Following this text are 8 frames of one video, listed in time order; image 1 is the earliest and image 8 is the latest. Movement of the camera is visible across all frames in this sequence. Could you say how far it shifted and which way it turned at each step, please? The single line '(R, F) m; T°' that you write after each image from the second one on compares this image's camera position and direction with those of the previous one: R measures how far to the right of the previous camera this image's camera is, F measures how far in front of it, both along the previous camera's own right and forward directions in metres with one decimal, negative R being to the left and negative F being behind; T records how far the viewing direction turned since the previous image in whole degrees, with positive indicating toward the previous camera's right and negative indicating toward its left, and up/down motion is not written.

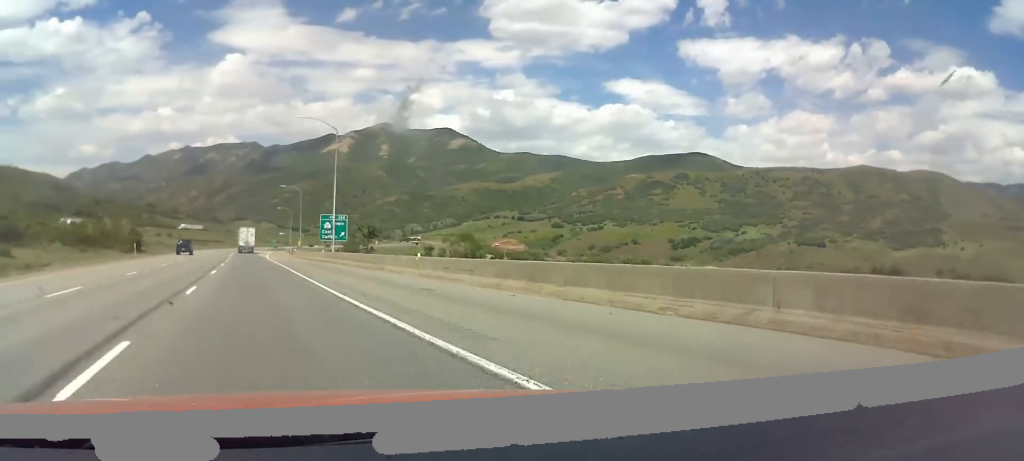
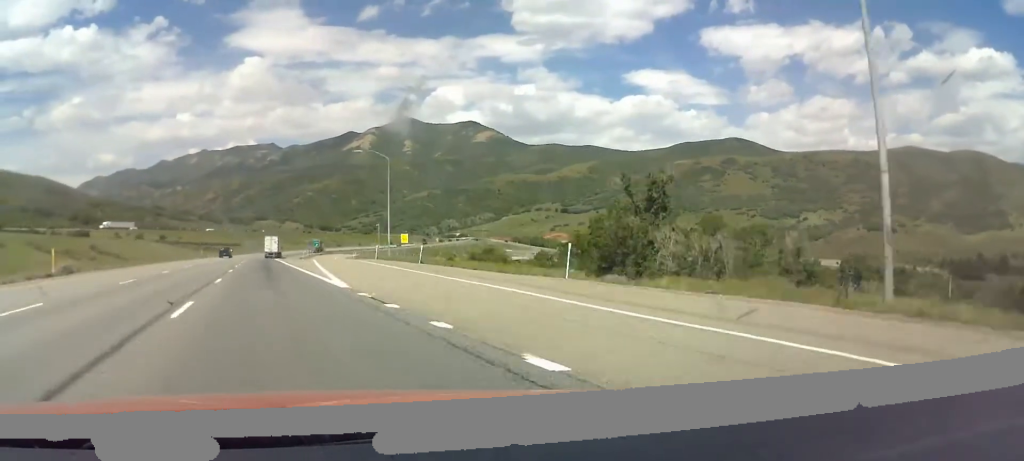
(-3.7, +128.2) m; -2°
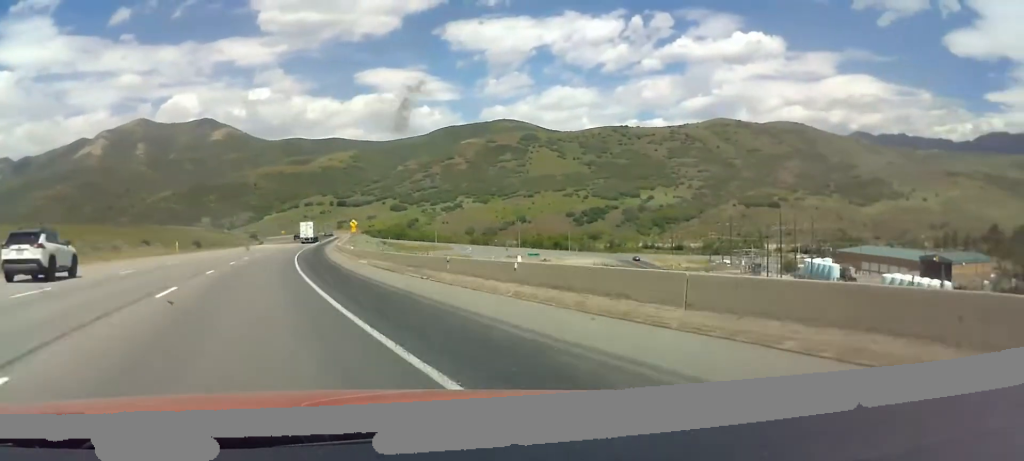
(+49.2, +301.2) m; +23°
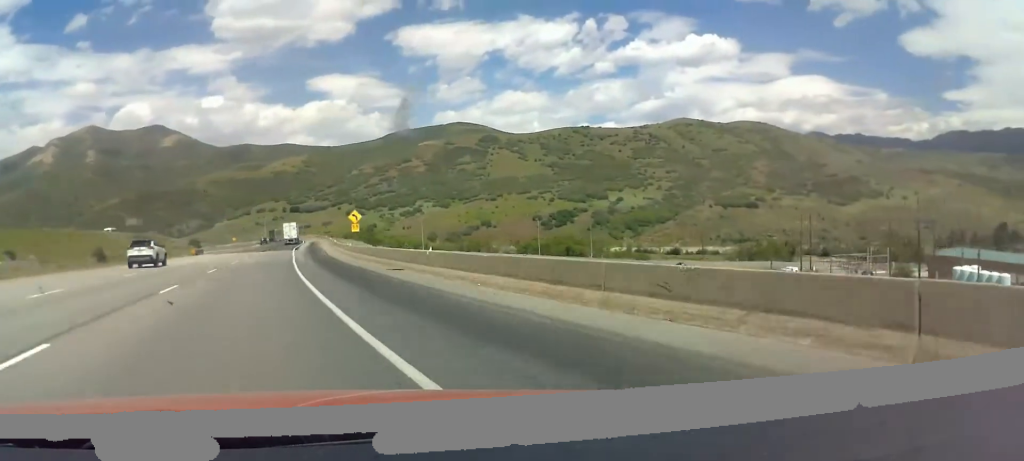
(+2.5, +58.4) m; +4°
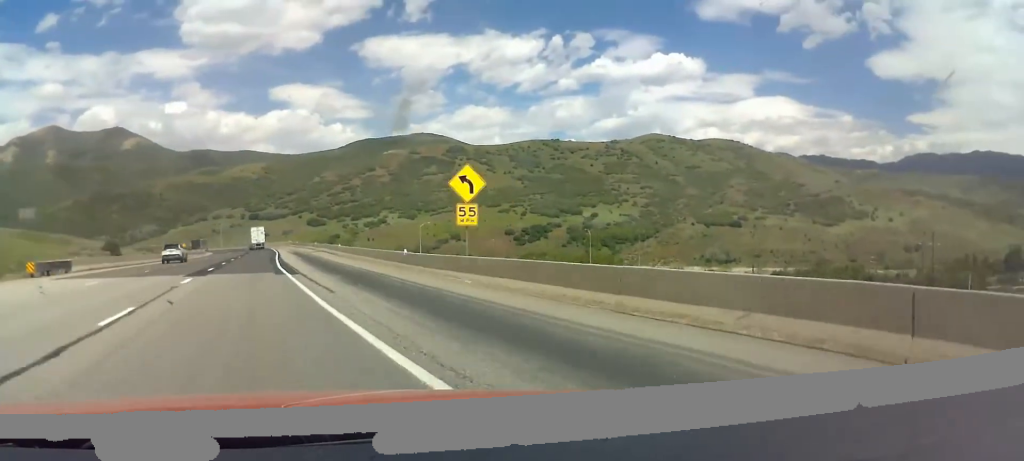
(+1.4, +53.4) m; 0°
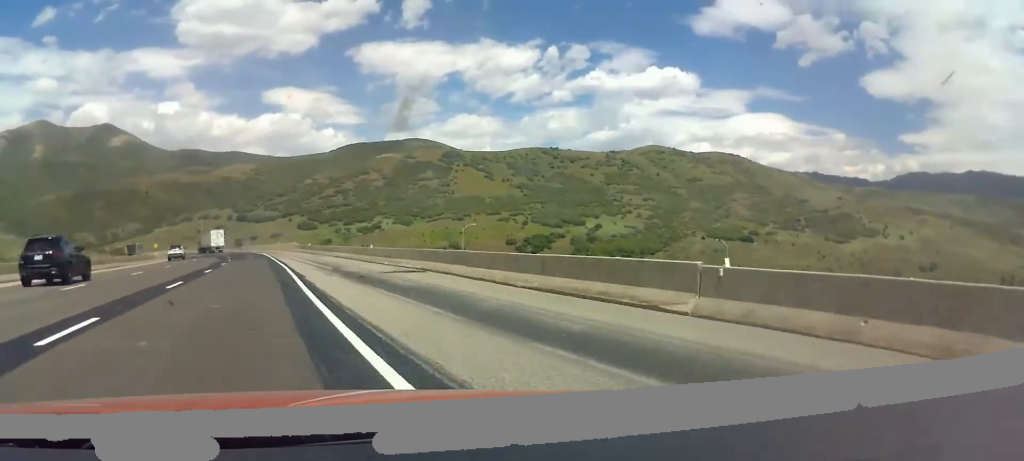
(+1.1, +49.9) m; 0°
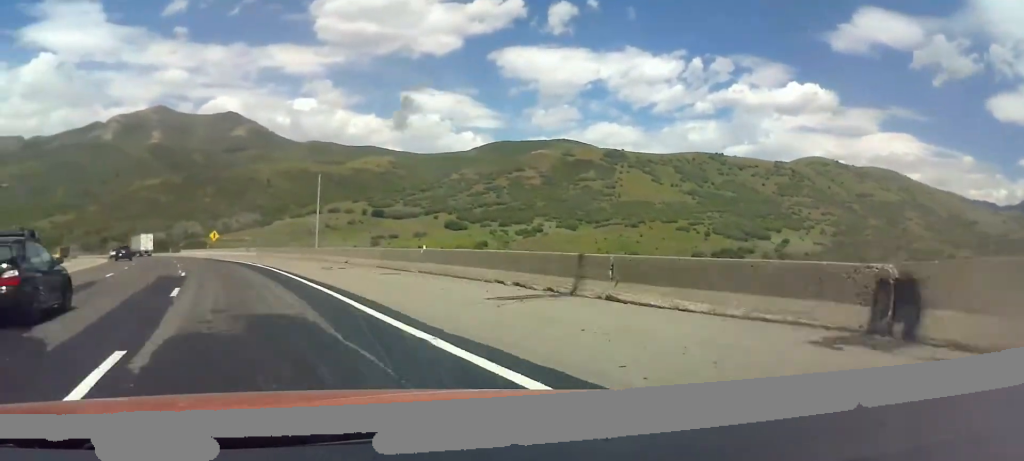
(-9.2, +133.5) m; -12°
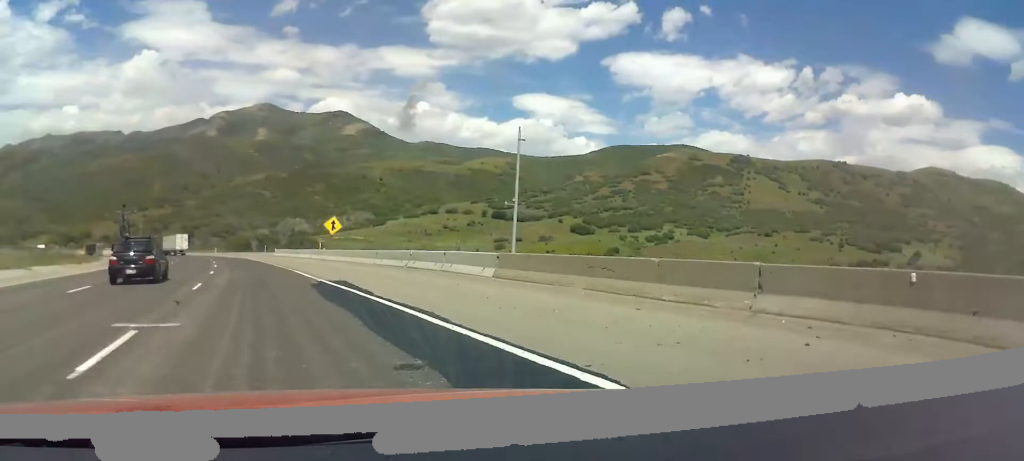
(-2.4, +50.9) m; -7°
